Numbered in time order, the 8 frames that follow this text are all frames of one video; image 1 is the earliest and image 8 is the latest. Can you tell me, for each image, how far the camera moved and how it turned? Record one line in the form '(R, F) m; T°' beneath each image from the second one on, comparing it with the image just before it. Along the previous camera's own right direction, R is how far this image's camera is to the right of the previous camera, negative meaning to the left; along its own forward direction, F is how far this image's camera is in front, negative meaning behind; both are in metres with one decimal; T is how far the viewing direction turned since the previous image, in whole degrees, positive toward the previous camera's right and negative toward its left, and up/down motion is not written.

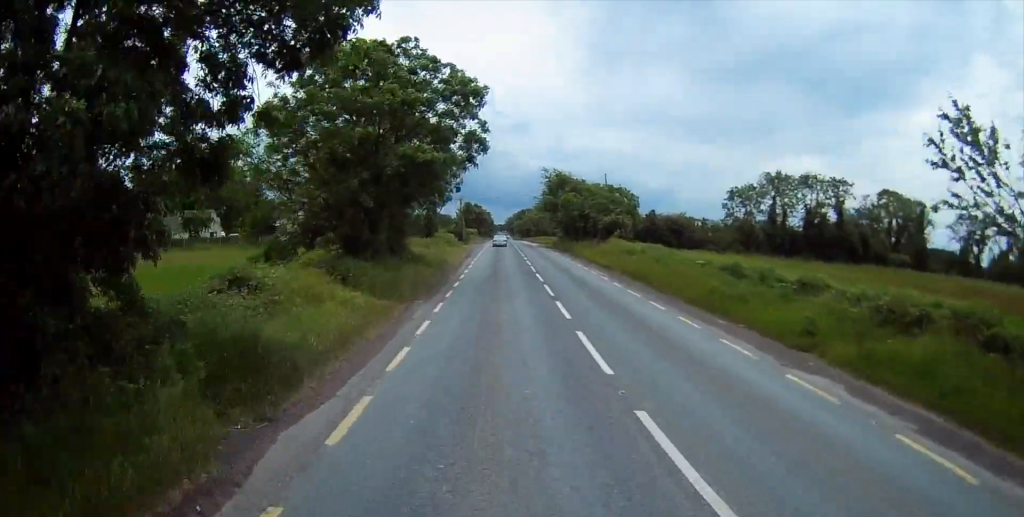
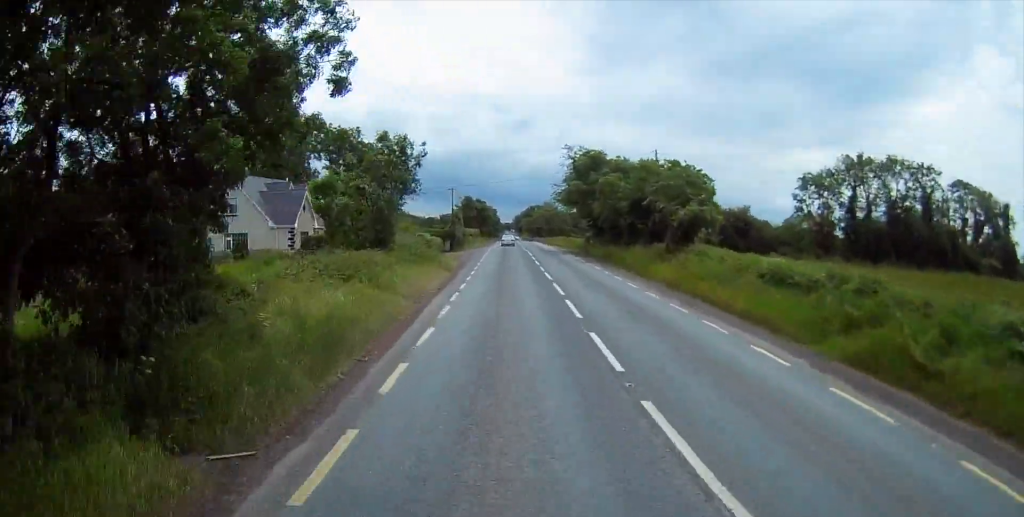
(+0.2, +24.8) m; +1°
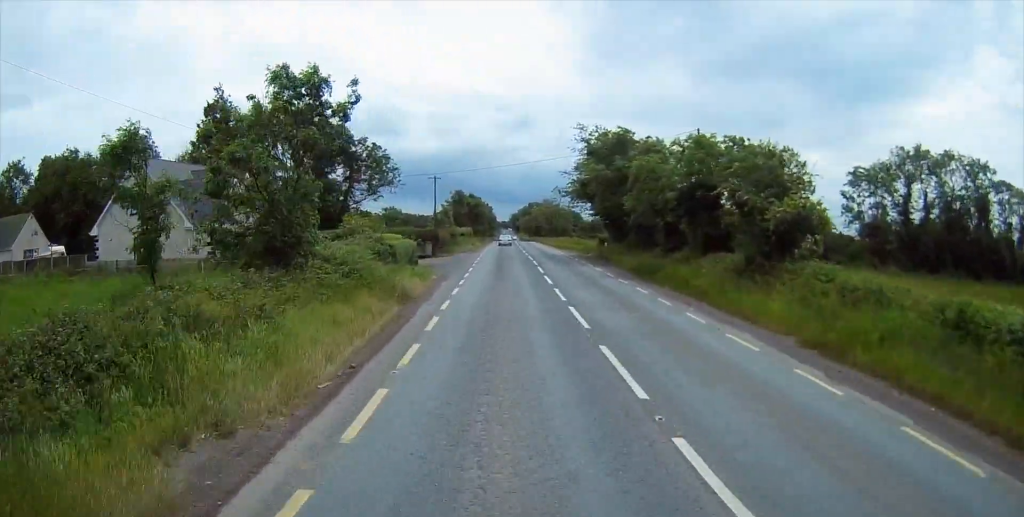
(0.0, +13.9) m; 0°
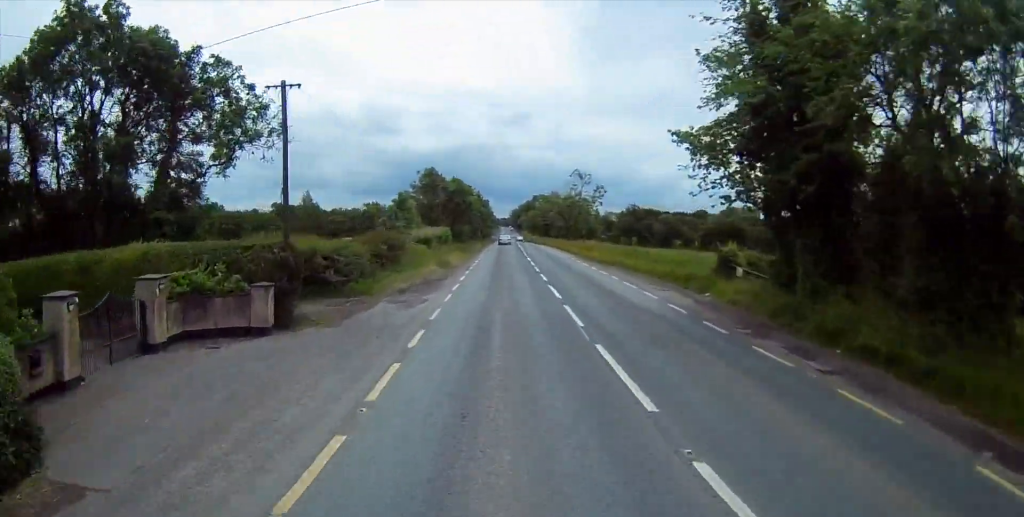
(+0.2, +37.1) m; -1°
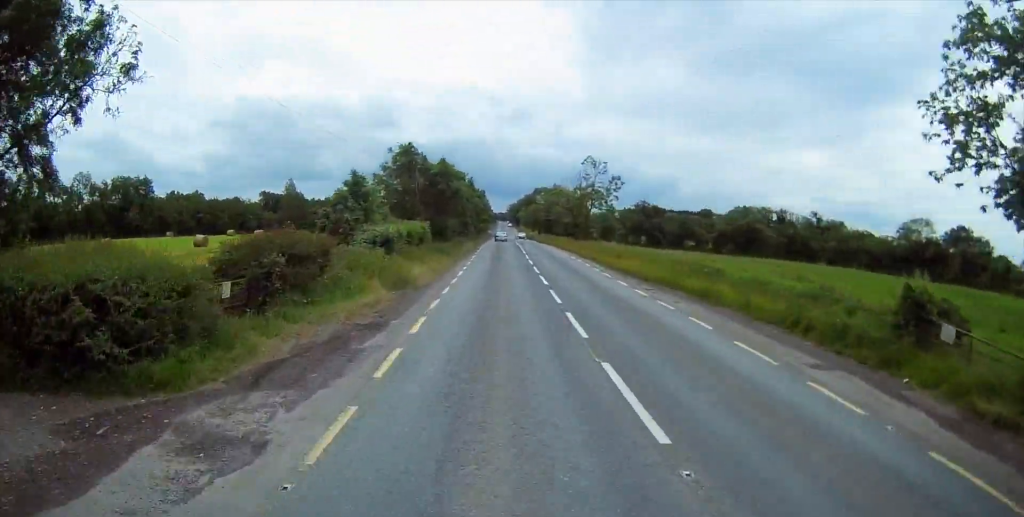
(-0.1, +14.7) m; -1°
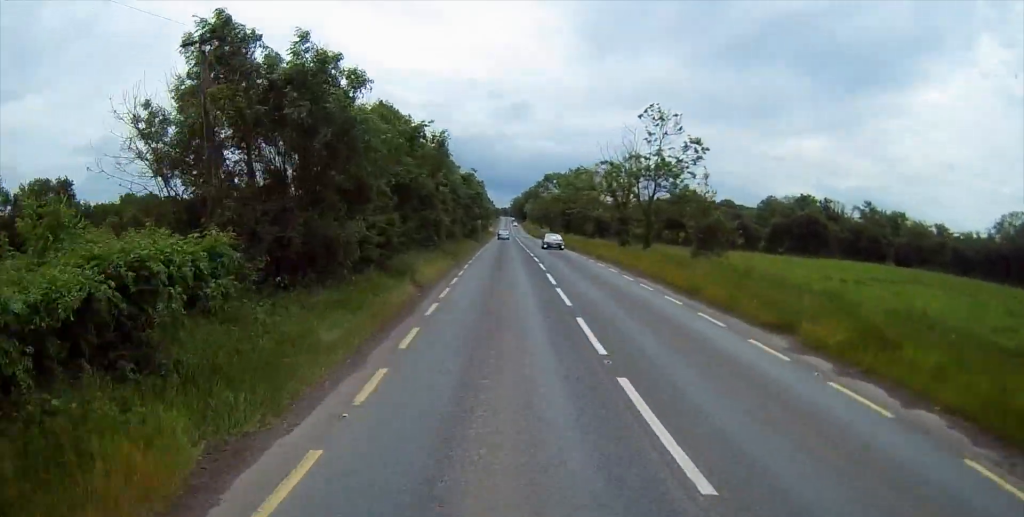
(0.0, +32.7) m; +1°
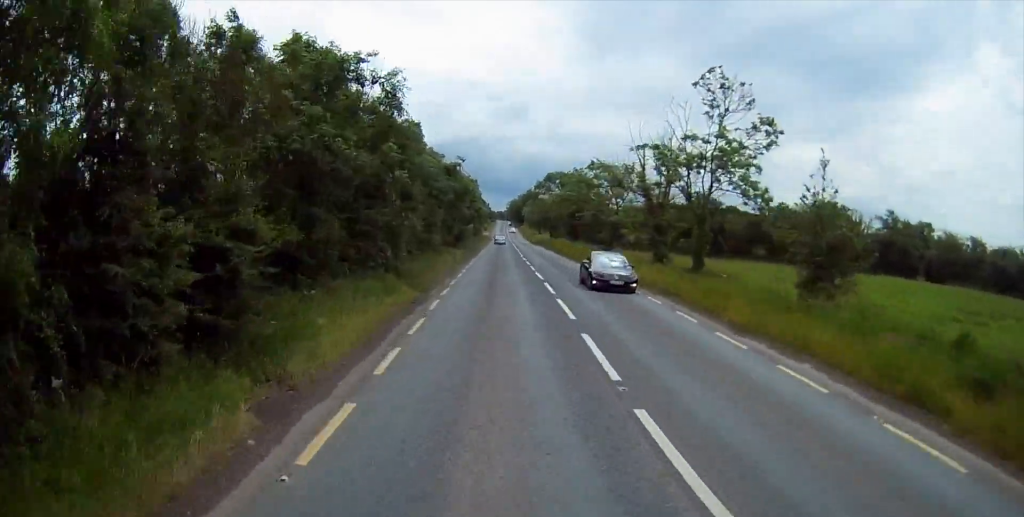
(0.0, +13.9) m; 0°
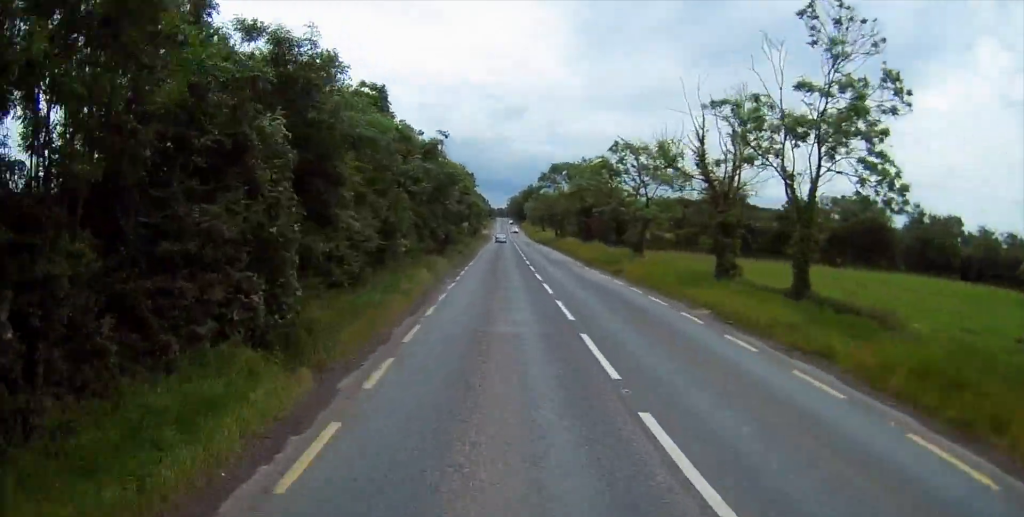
(0.0, +12.5) m; 0°
